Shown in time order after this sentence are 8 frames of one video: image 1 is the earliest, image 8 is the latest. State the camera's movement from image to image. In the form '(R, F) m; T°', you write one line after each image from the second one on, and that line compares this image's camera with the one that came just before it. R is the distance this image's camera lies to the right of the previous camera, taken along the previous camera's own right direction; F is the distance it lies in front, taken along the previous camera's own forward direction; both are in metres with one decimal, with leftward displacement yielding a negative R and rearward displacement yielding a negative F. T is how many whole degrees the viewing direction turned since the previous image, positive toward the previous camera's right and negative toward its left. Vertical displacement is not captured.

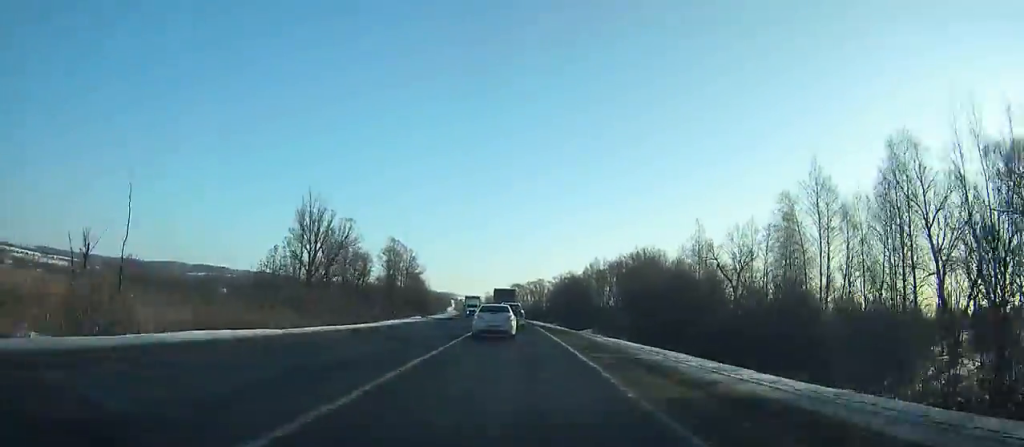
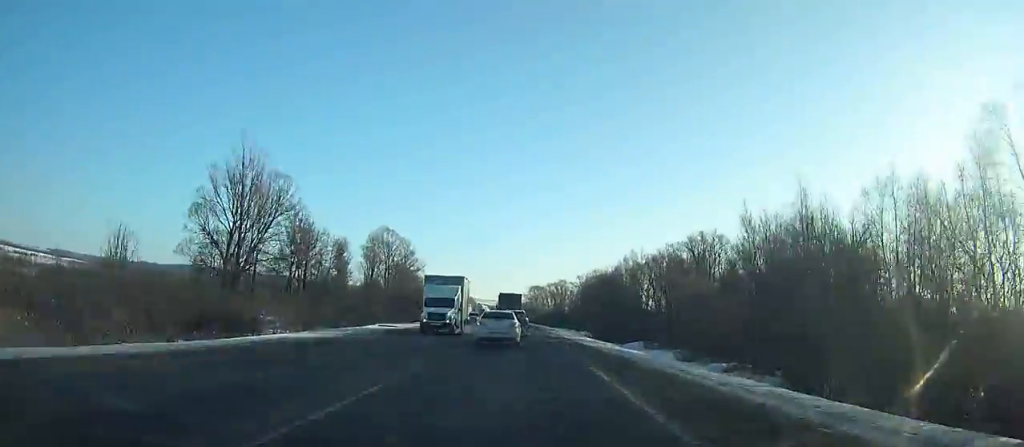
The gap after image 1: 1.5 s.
(-0.6, +28.8) m; -2°
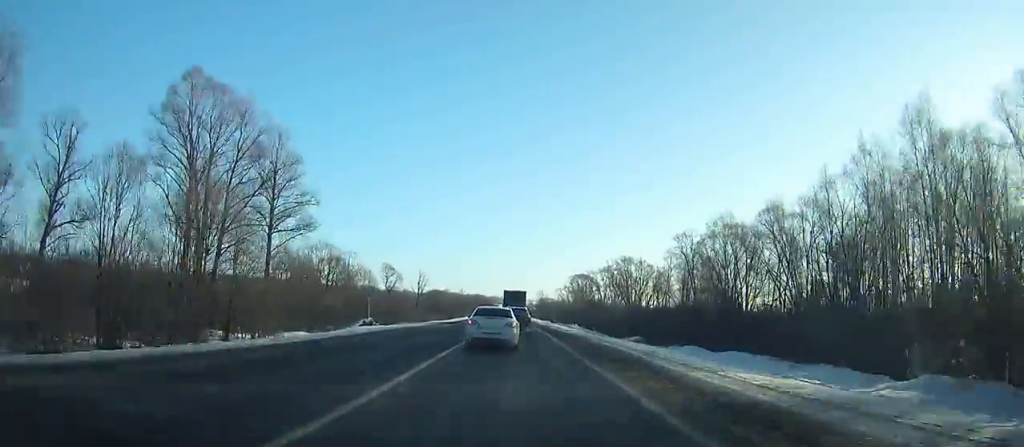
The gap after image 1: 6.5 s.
(-8.8, +86.7) m; -10°
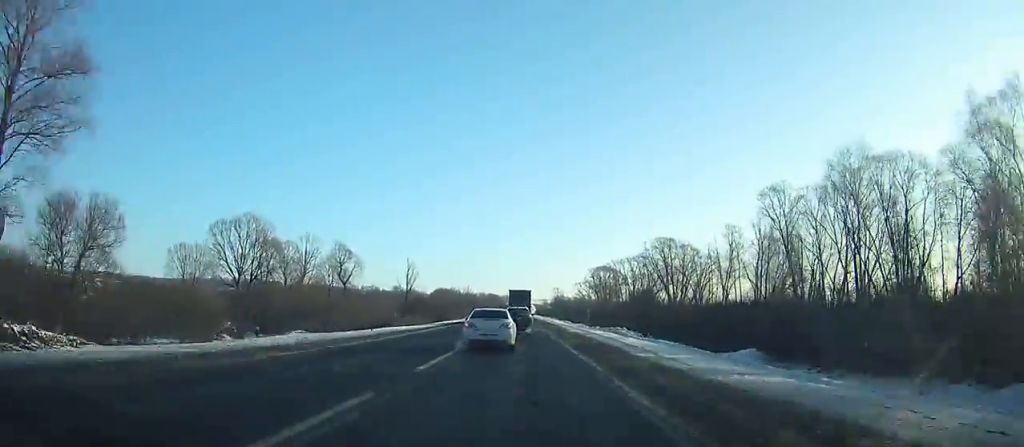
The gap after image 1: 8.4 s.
(-6.7, +24.0) m; +4°
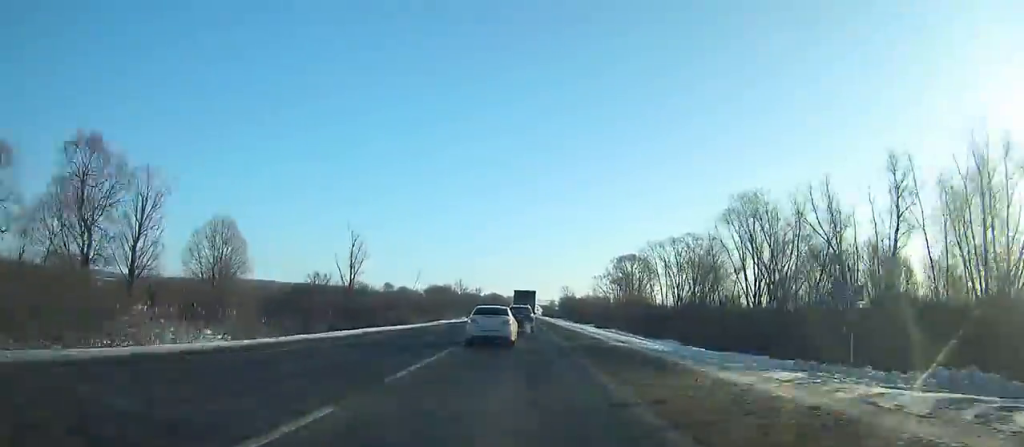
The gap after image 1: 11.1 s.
(+12.2, +60.0) m; +7°
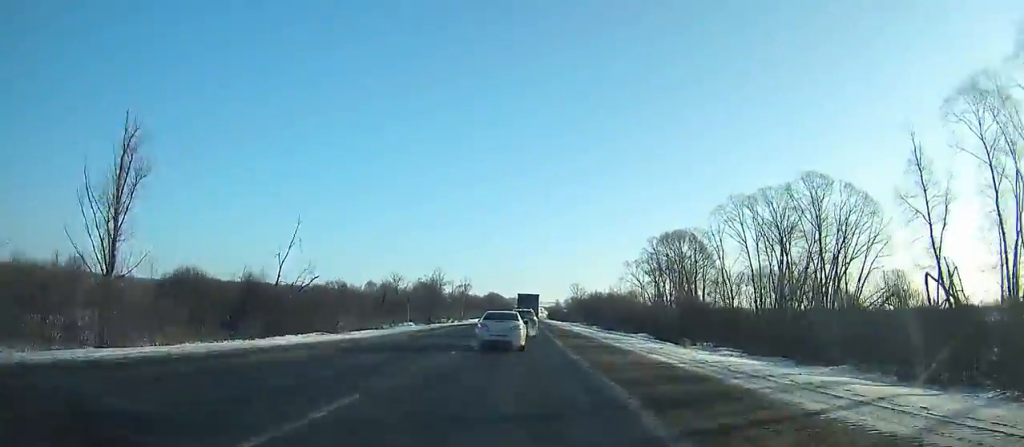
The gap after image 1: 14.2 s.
(-3.3, +68.3) m; -5°
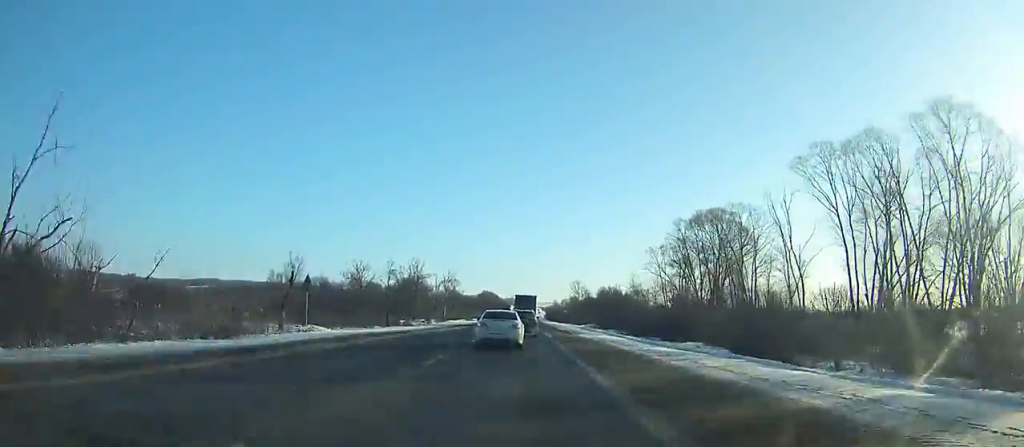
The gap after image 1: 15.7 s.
(-0.8, +31.4) m; -1°
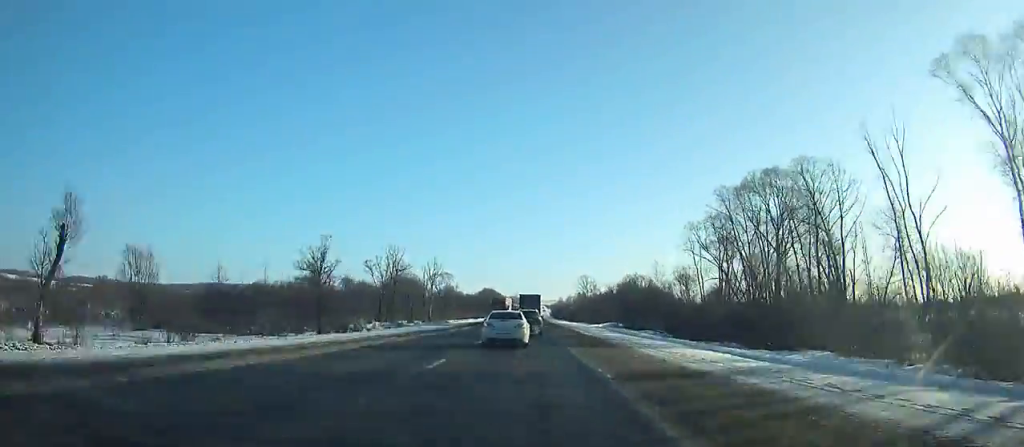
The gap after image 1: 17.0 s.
(-0.4, +27.0) m; -1°
